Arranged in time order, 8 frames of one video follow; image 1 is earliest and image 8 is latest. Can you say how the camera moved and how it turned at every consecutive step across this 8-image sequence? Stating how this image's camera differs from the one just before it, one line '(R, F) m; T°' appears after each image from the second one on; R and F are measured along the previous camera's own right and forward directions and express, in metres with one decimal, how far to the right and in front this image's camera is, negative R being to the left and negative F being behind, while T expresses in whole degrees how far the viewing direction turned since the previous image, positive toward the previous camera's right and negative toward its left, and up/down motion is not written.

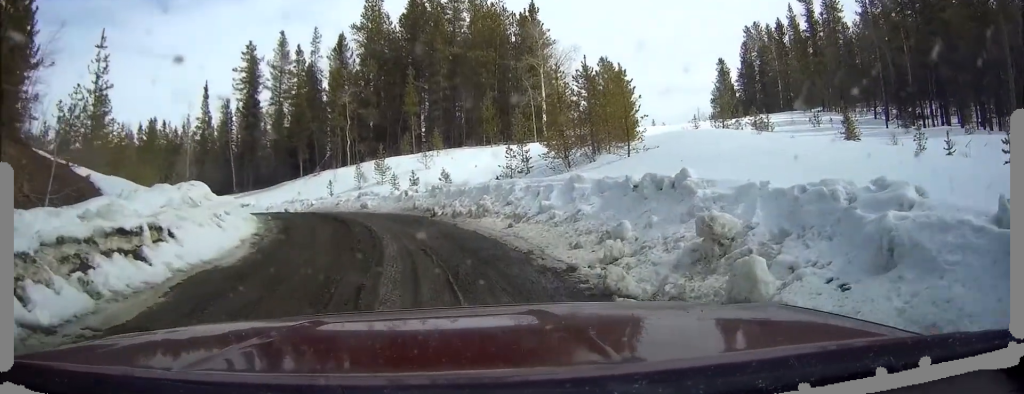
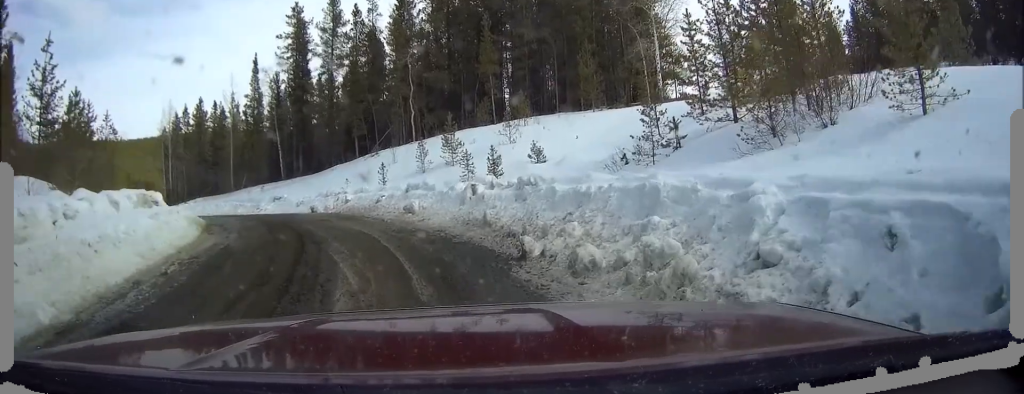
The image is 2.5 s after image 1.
(-0.4, +10.9) m; -6°
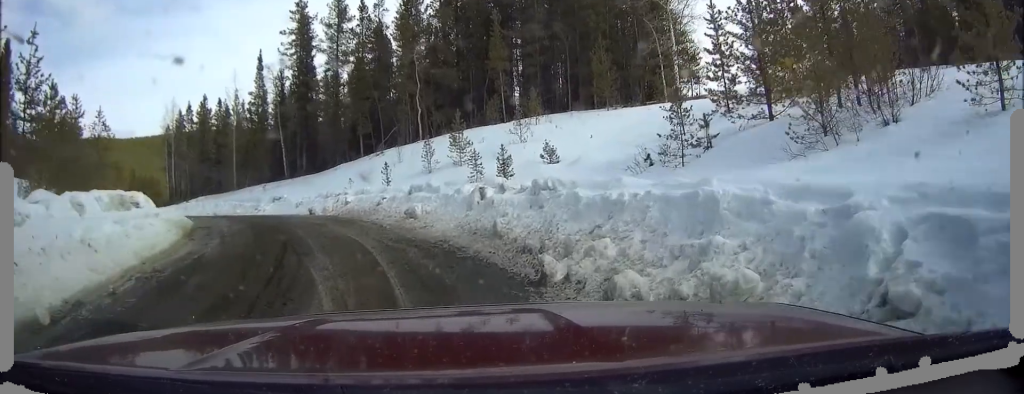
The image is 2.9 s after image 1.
(0.0, +1.8) m; -2°
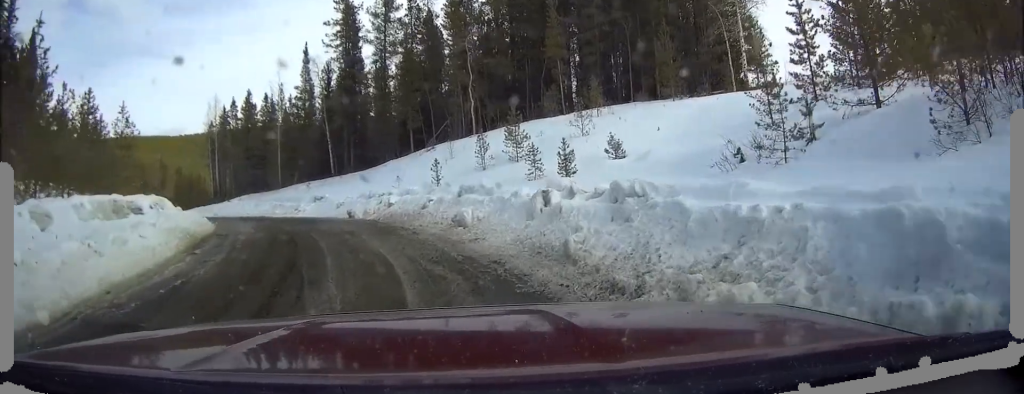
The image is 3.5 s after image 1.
(+0.1, +2.7) m; -4°
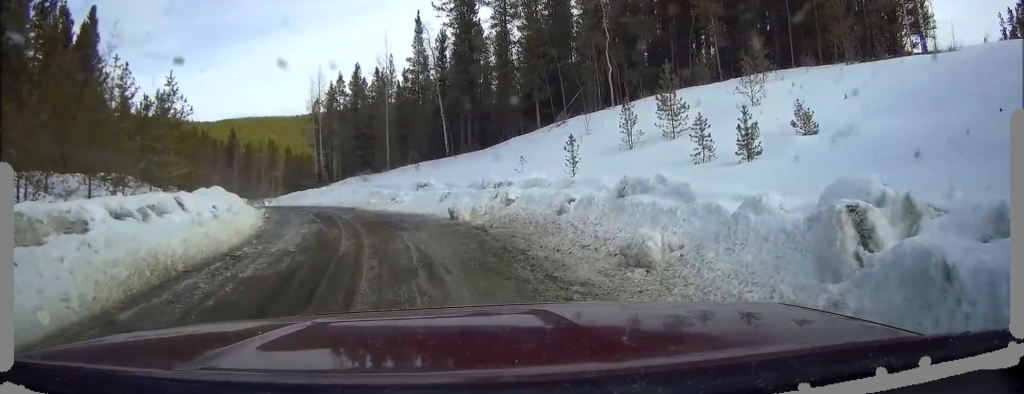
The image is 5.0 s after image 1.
(-1.0, +6.9) m; -13°
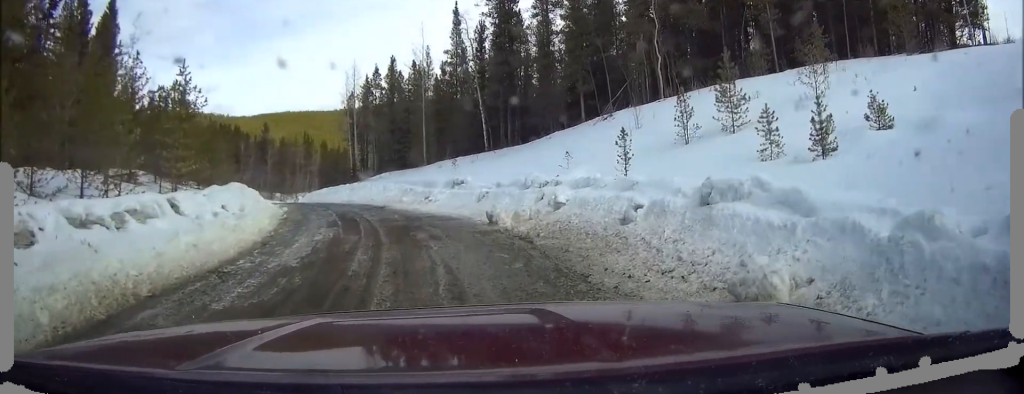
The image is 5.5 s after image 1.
(-0.1, +2.4) m; -2°
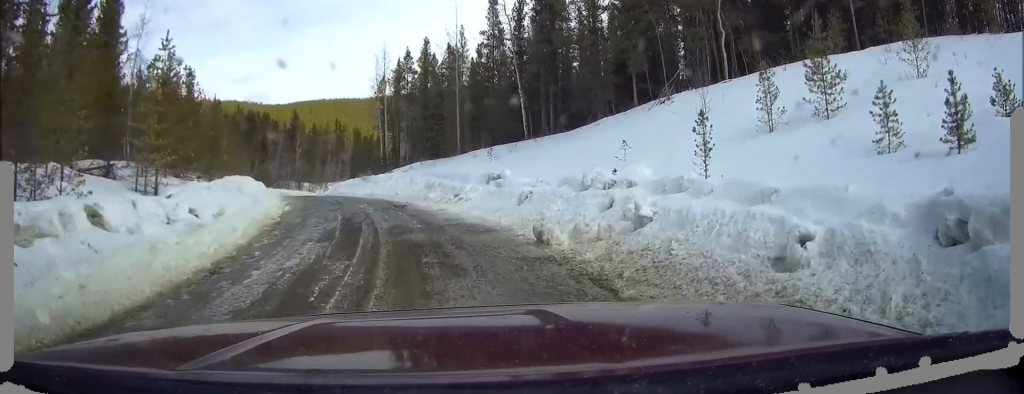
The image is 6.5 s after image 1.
(-0.1, +4.4) m; -7°
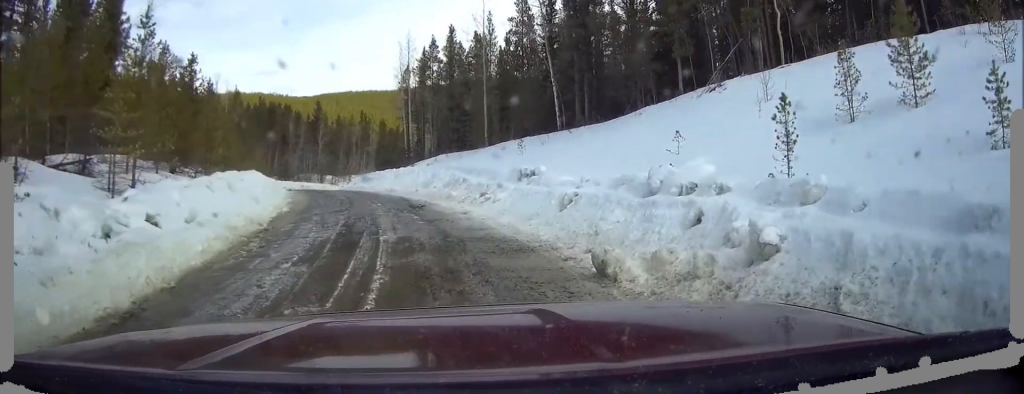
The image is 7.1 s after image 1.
(-0.2, +3.2) m; -6°
